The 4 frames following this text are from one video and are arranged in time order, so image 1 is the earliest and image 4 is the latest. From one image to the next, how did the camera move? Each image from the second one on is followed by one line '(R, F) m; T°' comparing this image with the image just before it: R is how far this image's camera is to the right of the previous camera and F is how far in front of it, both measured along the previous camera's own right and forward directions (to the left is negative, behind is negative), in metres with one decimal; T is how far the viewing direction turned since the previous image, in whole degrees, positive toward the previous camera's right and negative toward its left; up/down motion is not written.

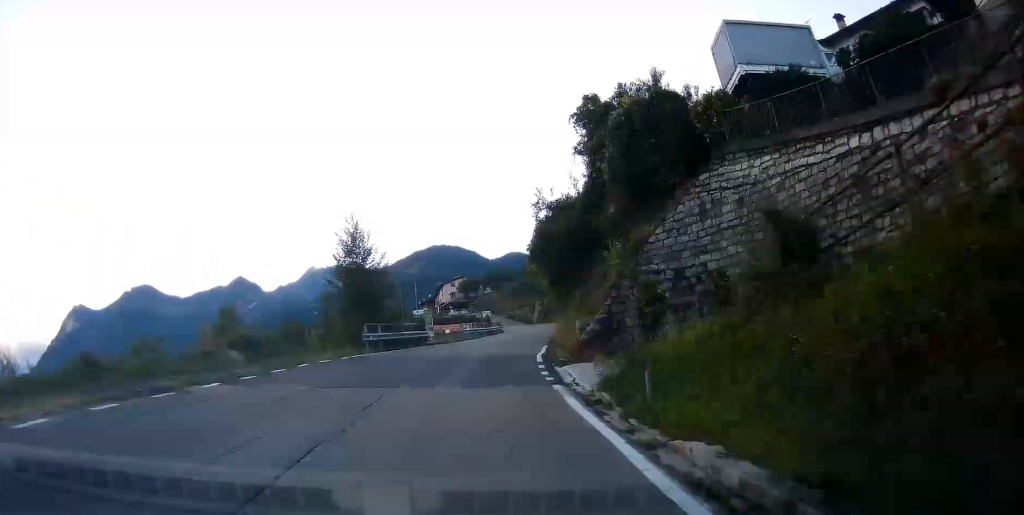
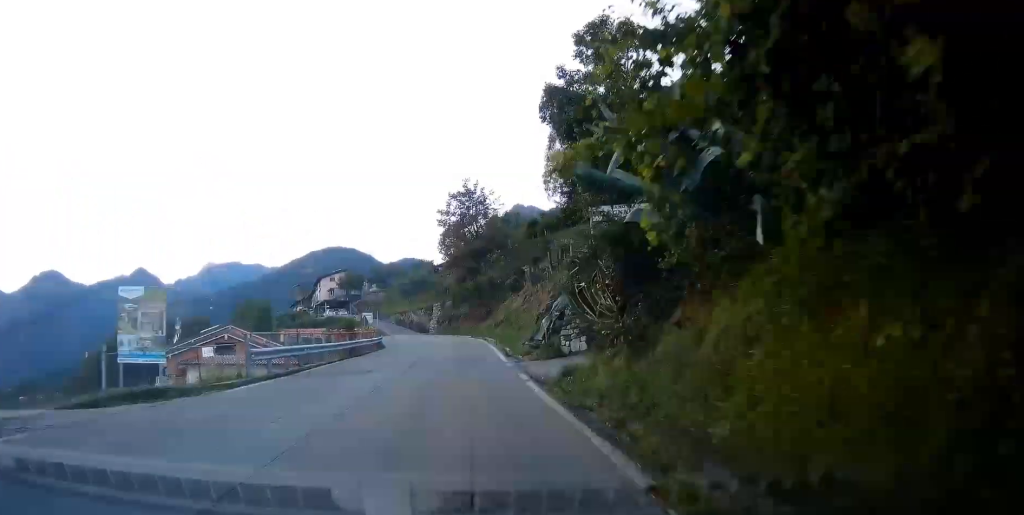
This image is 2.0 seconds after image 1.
(+0.8, +28.7) m; +4°
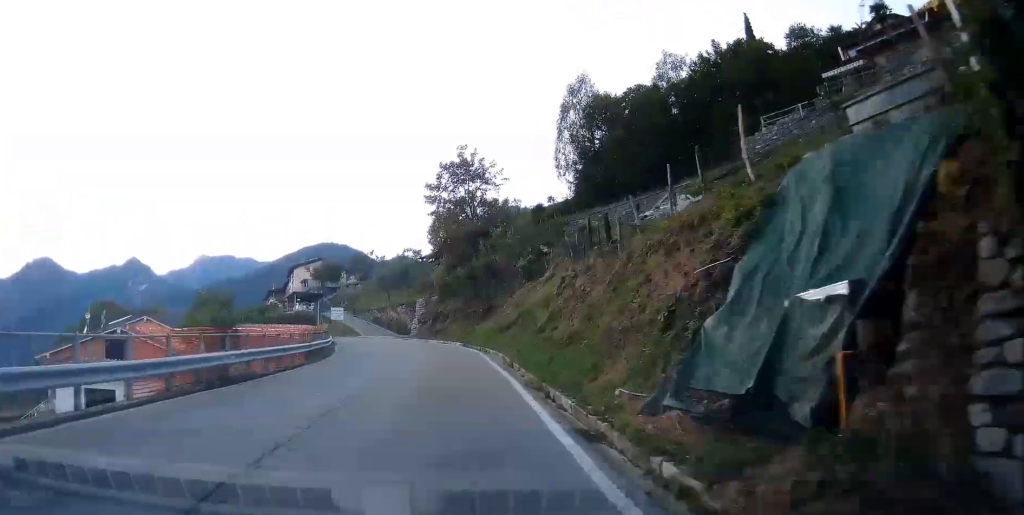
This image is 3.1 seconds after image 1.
(+0.8, +15.8) m; +3°
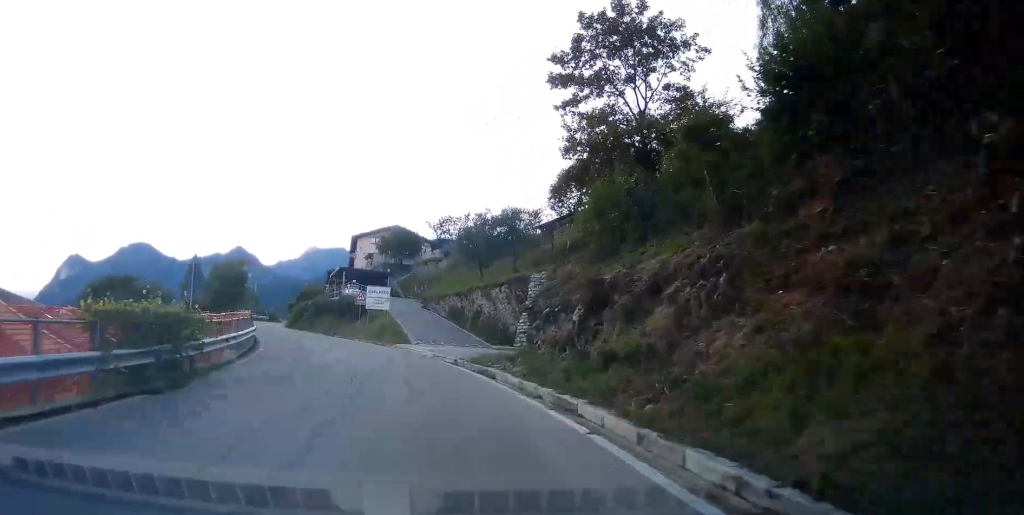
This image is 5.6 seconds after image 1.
(-2.5, +34.8) m; -10°
